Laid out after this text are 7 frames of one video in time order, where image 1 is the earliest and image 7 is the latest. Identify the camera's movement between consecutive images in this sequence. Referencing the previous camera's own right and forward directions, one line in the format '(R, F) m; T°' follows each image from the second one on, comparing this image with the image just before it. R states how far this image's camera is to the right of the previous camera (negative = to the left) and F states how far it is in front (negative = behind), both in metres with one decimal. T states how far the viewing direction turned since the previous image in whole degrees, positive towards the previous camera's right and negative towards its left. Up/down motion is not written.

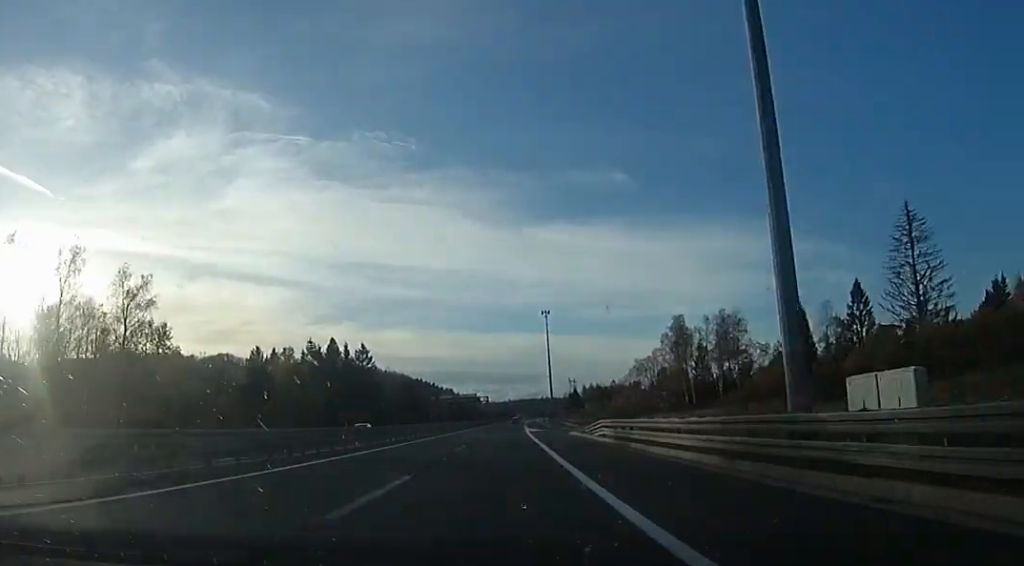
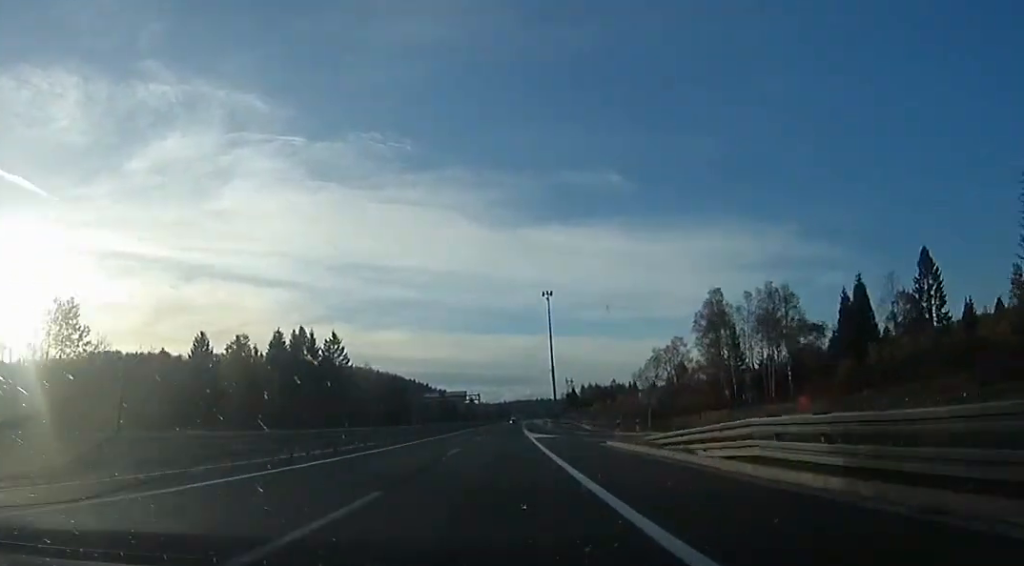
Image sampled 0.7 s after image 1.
(+0.5, +21.0) m; +1°
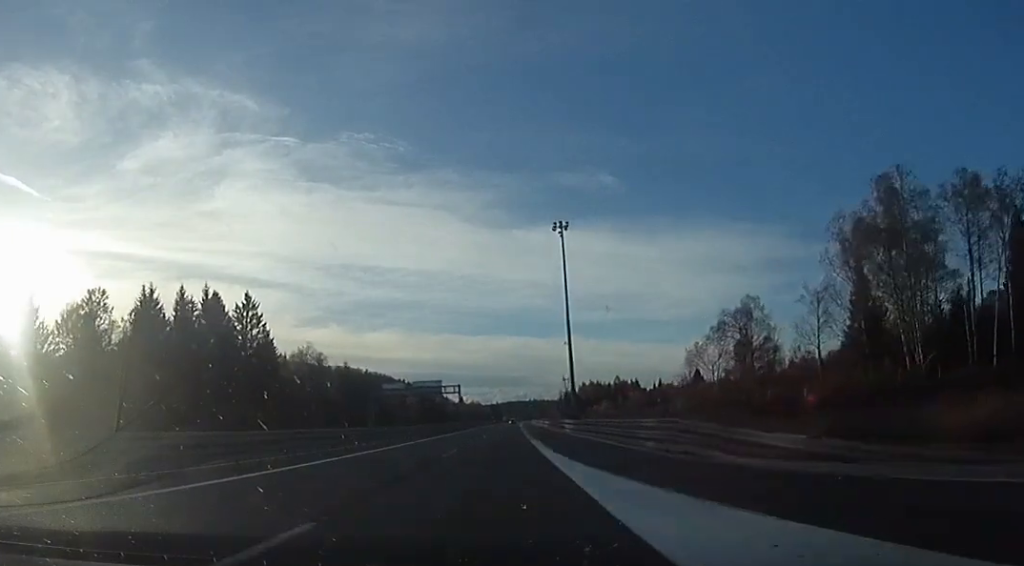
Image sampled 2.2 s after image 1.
(+0.6, +40.5) m; +2°
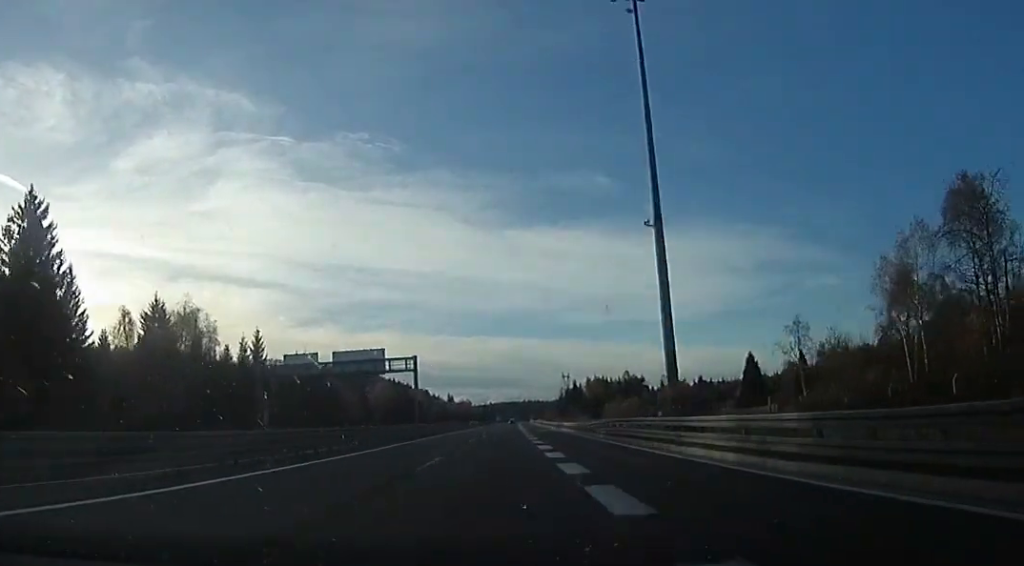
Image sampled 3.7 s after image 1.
(+0.7, +44.0) m; +1°
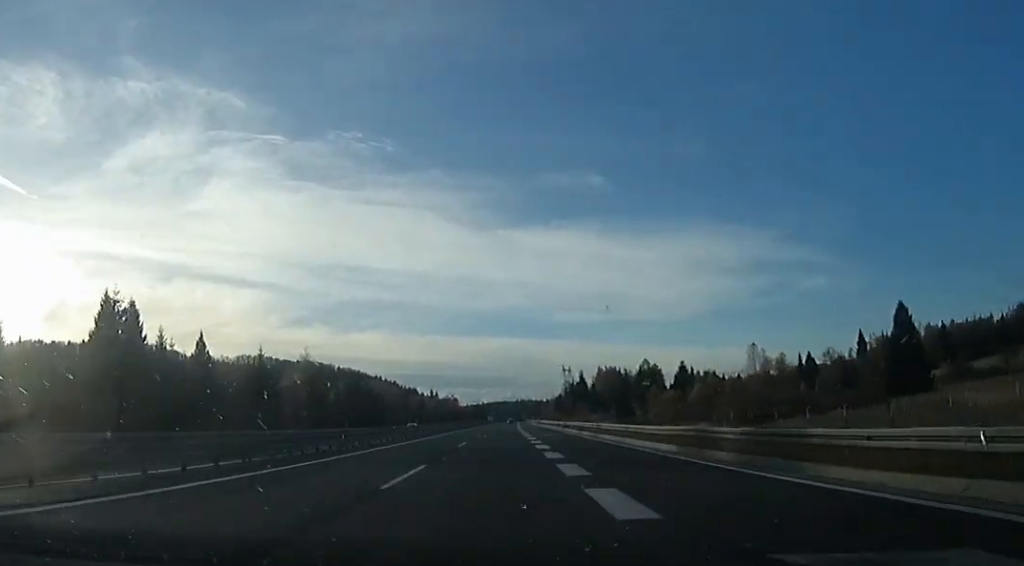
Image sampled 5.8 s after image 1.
(0.0, +59.3) m; -3°
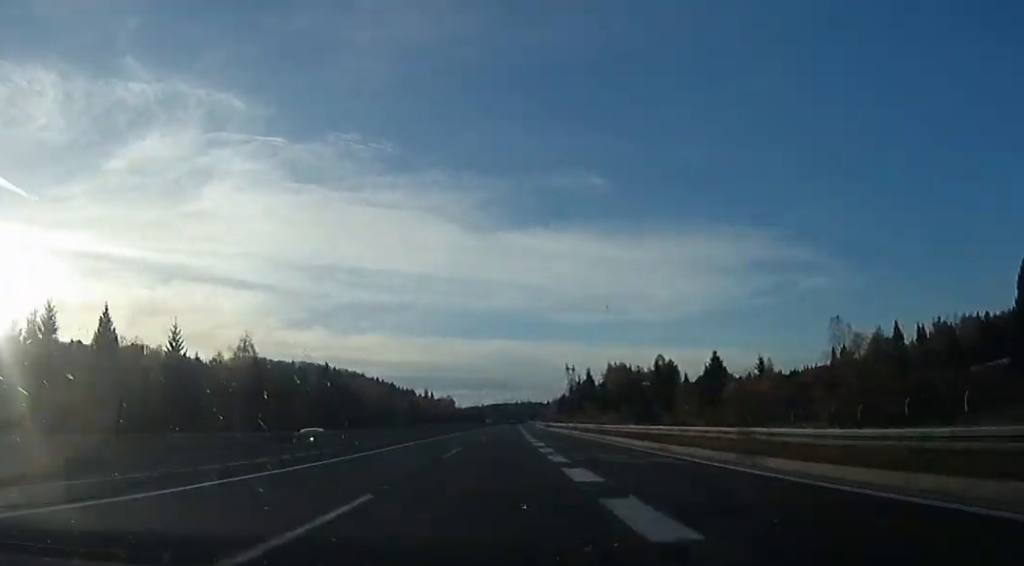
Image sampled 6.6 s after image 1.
(-1.2, +24.8) m; 0°
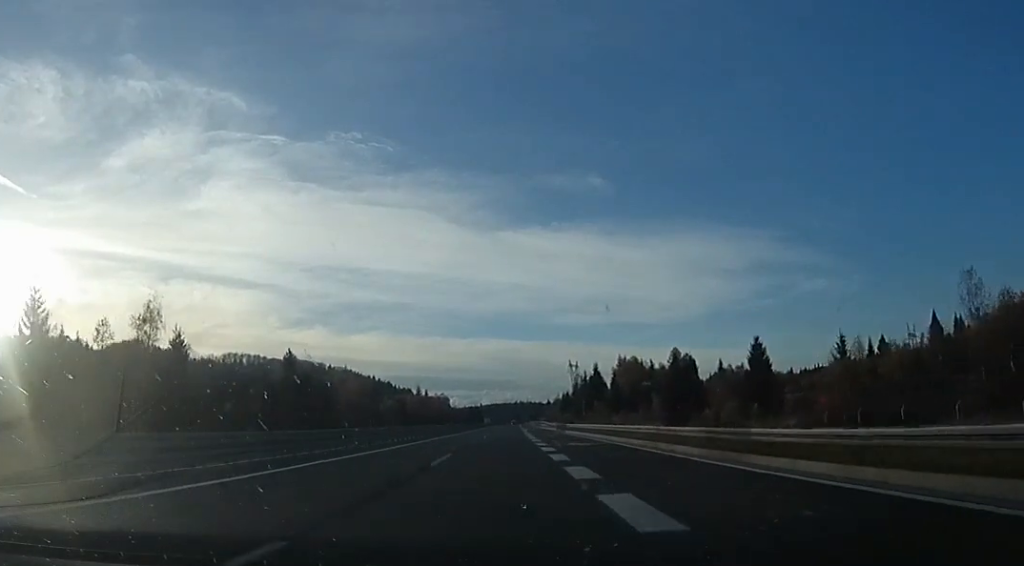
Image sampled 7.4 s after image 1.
(+0.6, +22.9) m; +2°
